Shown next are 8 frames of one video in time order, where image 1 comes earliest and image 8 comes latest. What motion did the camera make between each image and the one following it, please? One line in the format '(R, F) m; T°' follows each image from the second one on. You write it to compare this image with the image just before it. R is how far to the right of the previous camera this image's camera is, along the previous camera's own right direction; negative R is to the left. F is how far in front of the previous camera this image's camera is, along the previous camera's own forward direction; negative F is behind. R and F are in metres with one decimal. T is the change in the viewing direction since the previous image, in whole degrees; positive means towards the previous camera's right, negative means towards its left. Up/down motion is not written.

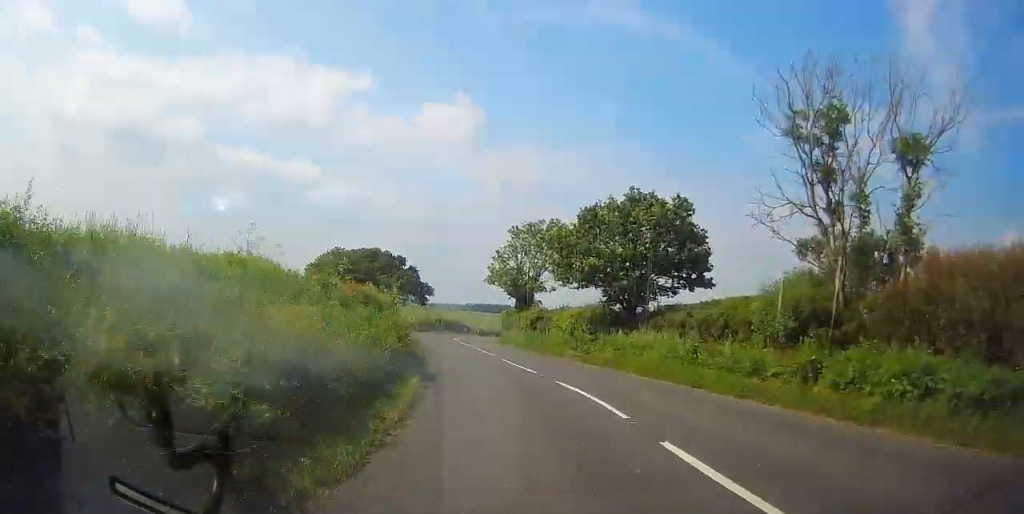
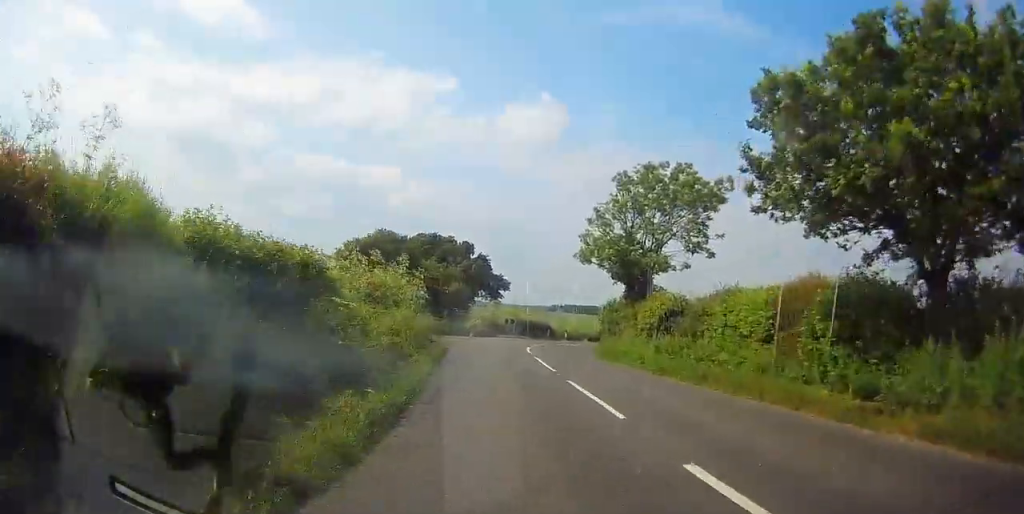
(-1.9, +18.4) m; -10°
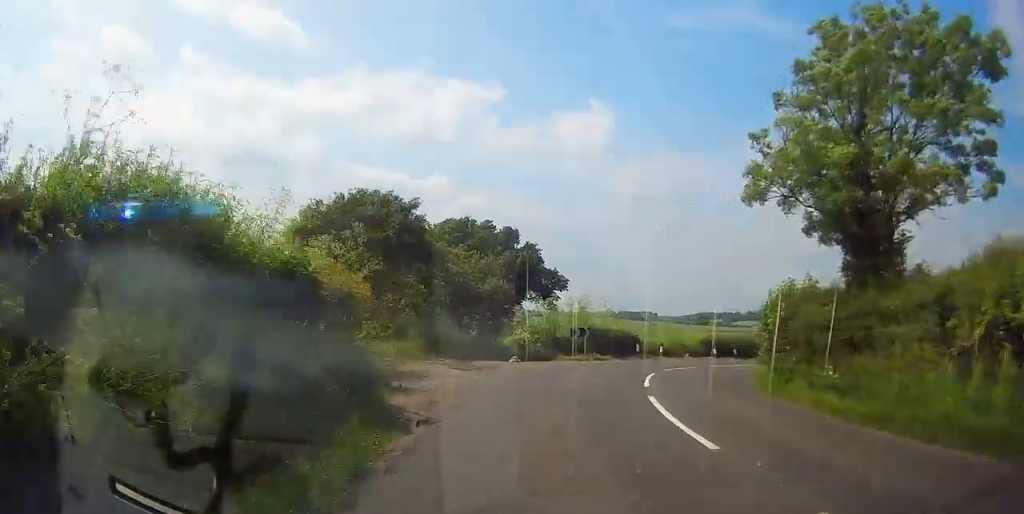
(-0.3, +18.5) m; +2°
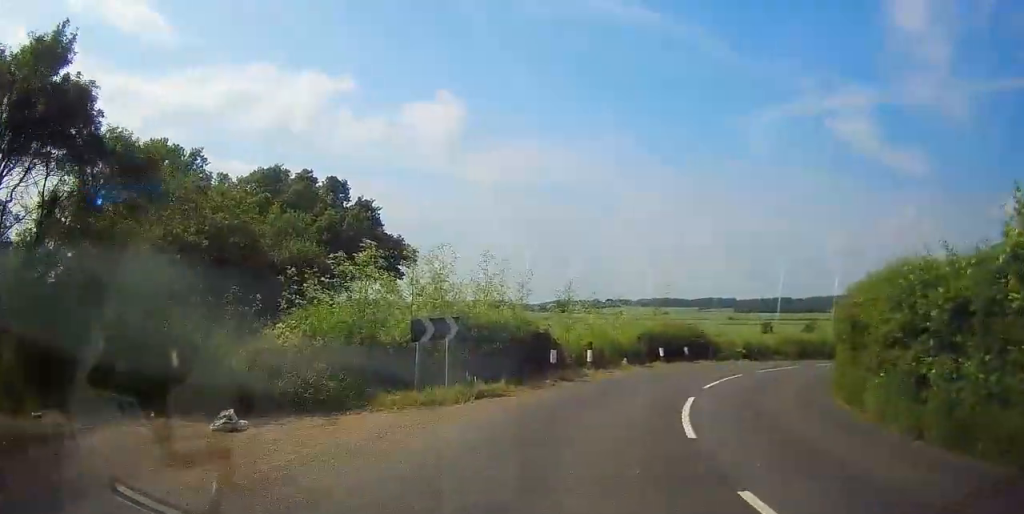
(+1.9, +17.2) m; +16°
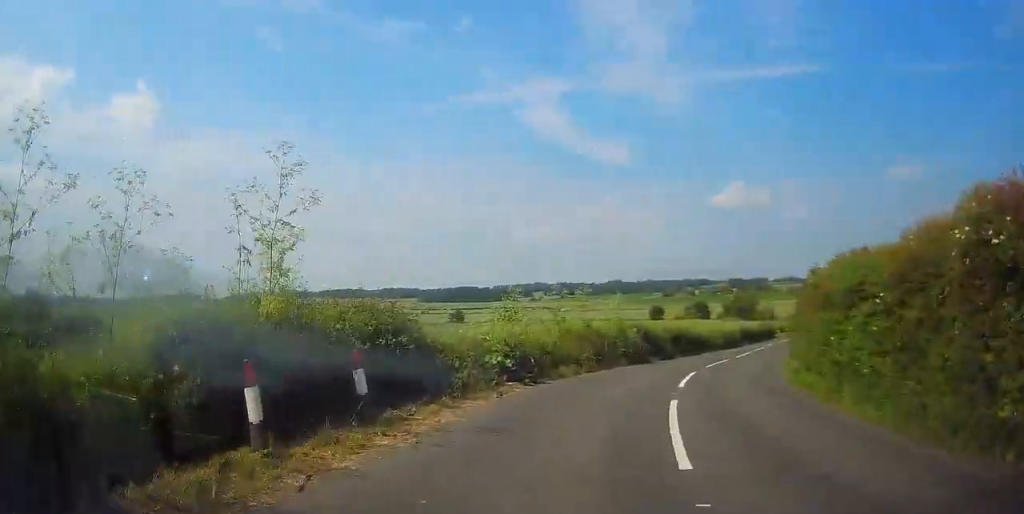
(+4.5, +19.6) m; +26°
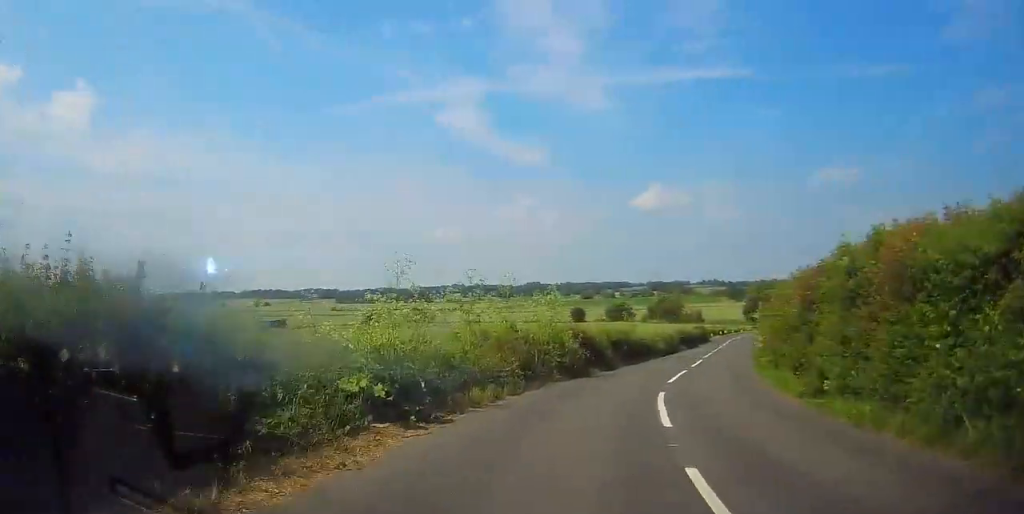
(+0.5, +6.1) m; +6°
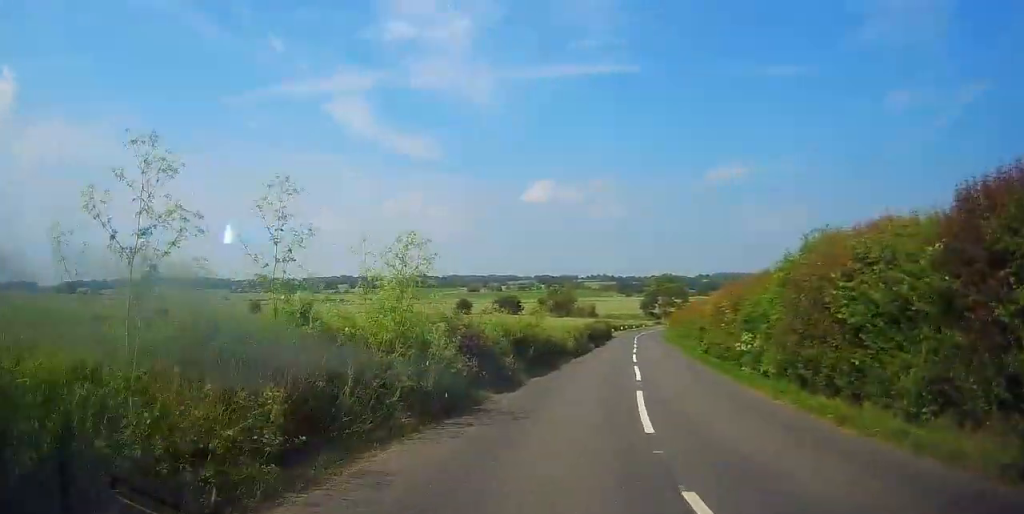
(+0.9, +10.2) m; +7°
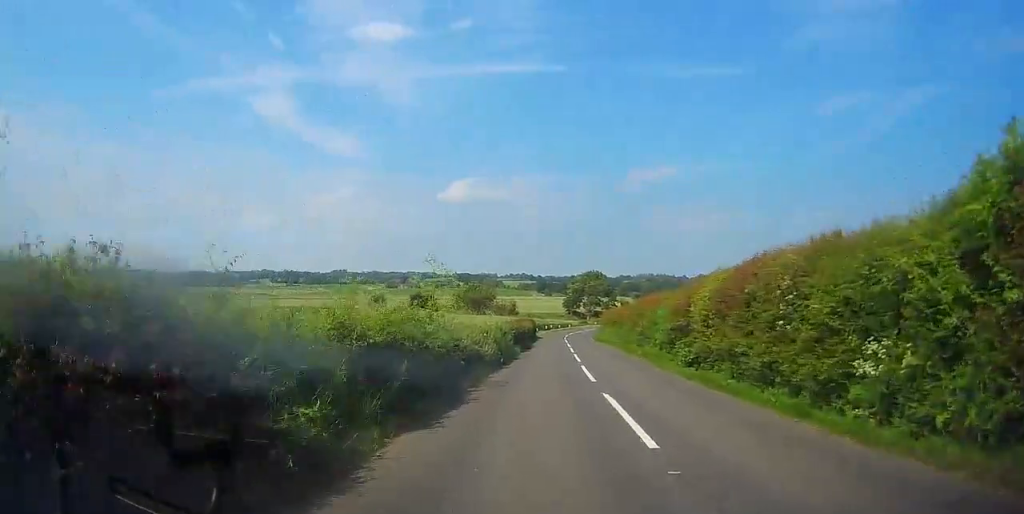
(+0.5, +10.2) m; +4°
